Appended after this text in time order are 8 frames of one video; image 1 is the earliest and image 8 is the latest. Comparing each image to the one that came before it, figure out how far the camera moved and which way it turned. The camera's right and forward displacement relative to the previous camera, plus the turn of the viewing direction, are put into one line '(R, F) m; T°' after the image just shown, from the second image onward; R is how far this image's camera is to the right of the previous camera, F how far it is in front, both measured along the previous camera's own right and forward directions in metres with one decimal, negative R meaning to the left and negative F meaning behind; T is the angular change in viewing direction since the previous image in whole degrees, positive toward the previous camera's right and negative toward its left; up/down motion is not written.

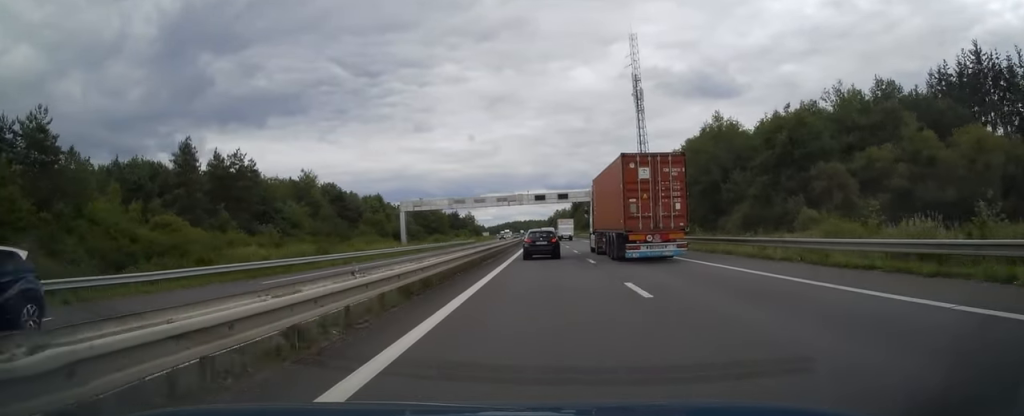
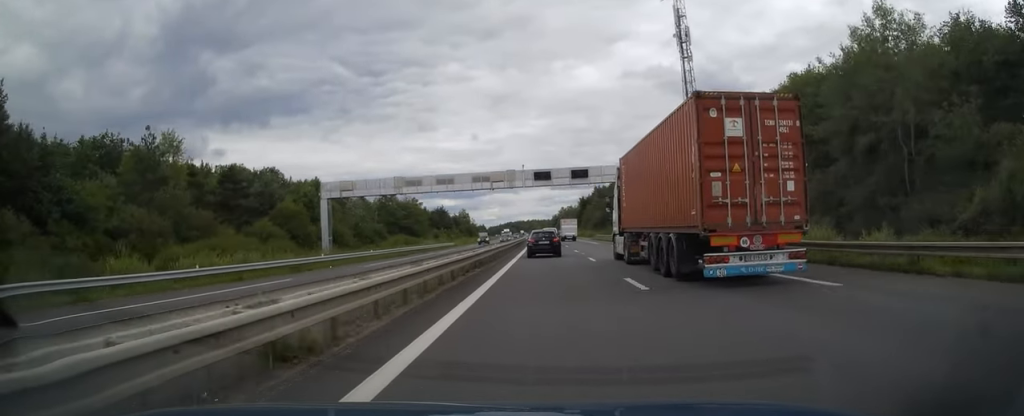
(-0.1, +37.0) m; 0°
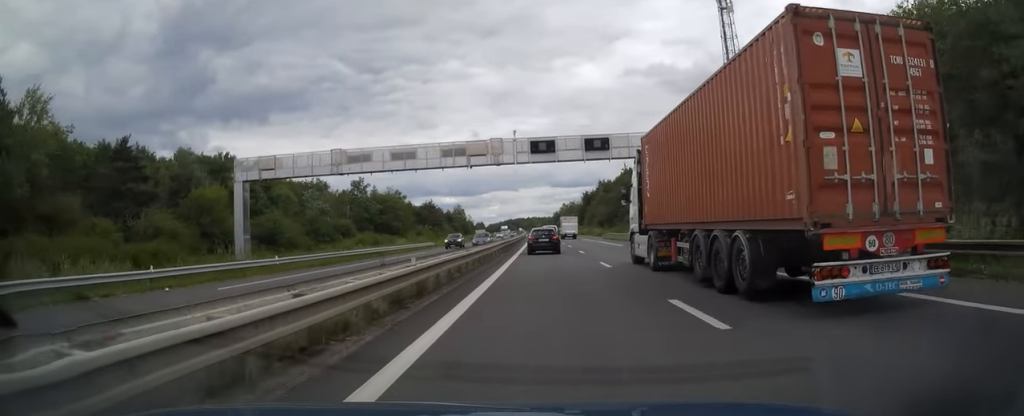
(0.0, +18.6) m; 0°
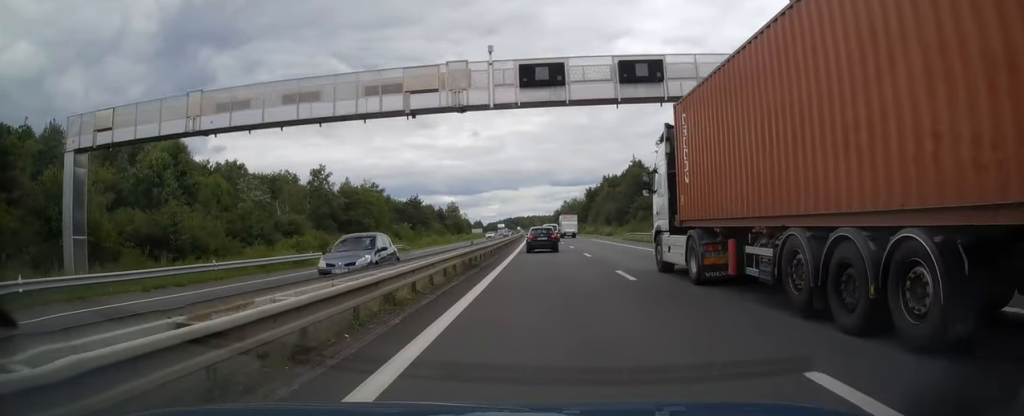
(-0.1, +18.6) m; 0°
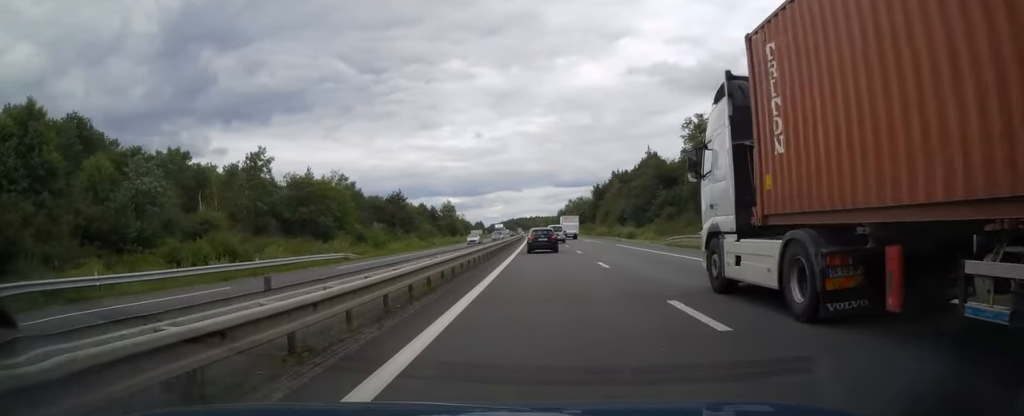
(-0.1, +20.3) m; 0°
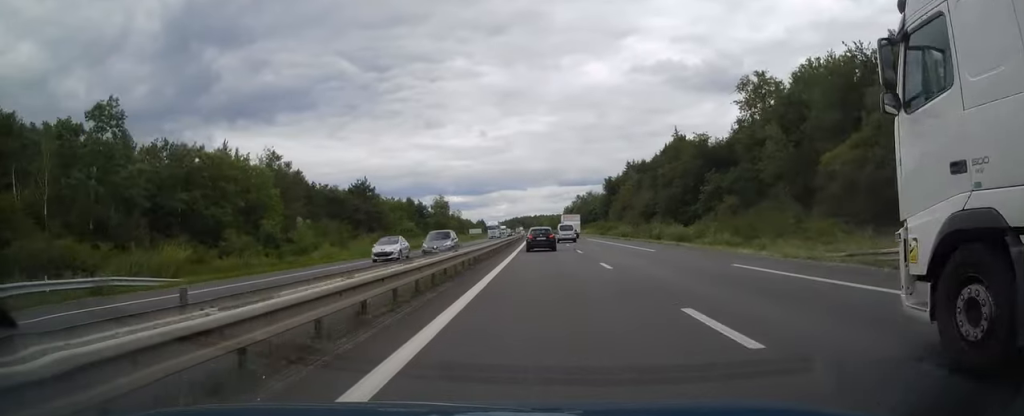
(+0.1, +27.1) m; 0°
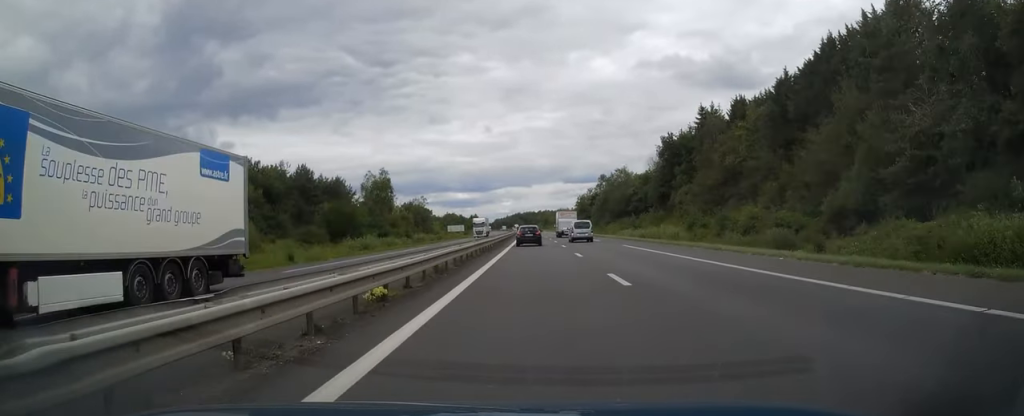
(-1.1, +83.8) m; -1°
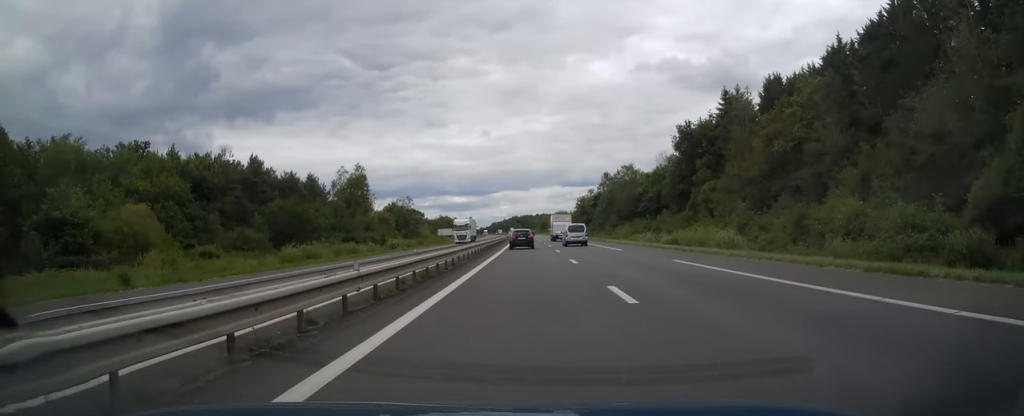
(-0.1, +15.7) m; 0°
